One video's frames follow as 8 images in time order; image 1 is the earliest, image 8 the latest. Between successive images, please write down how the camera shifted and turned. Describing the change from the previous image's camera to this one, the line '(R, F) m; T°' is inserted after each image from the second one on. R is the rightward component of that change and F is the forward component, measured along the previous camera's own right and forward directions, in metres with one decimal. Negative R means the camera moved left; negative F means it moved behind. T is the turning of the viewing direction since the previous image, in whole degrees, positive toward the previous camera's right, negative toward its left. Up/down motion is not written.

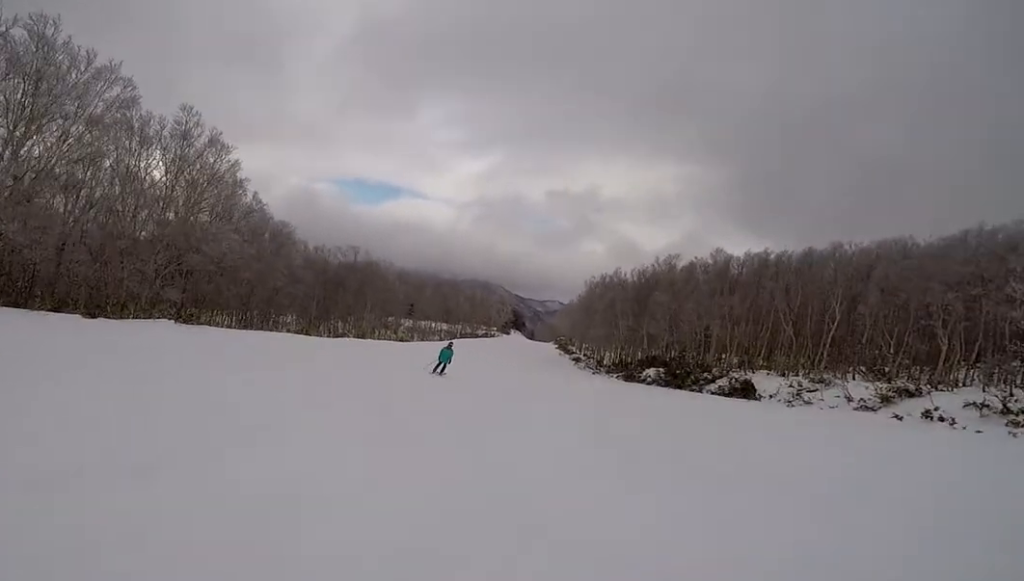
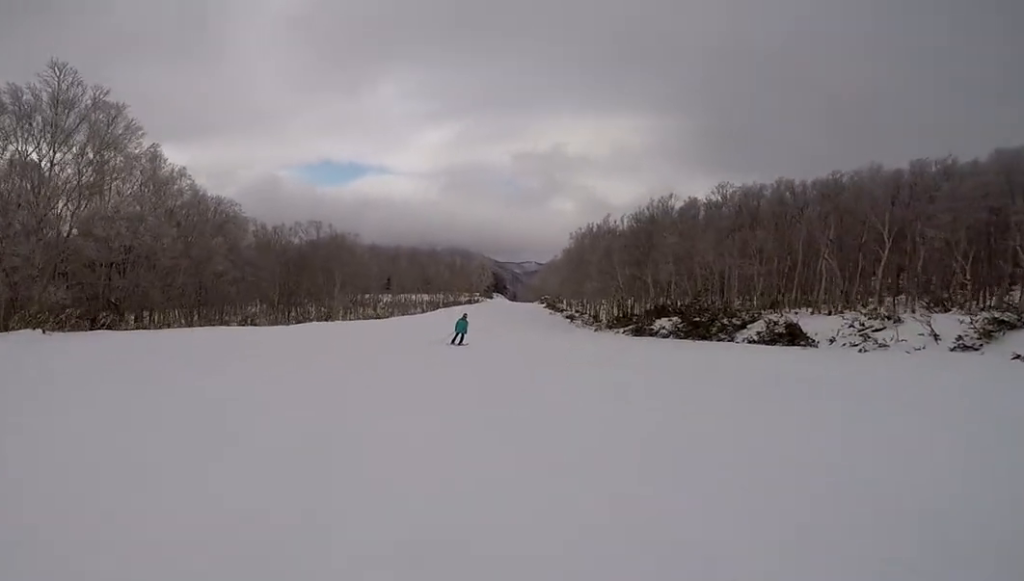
(-0.1, +5.6) m; +1°
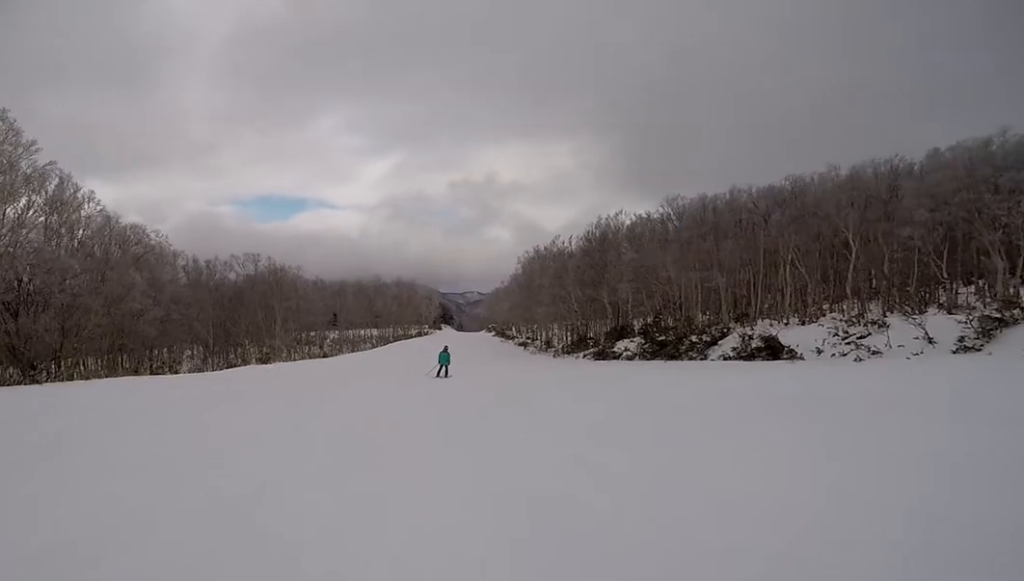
(+0.6, +3.1) m; +3°
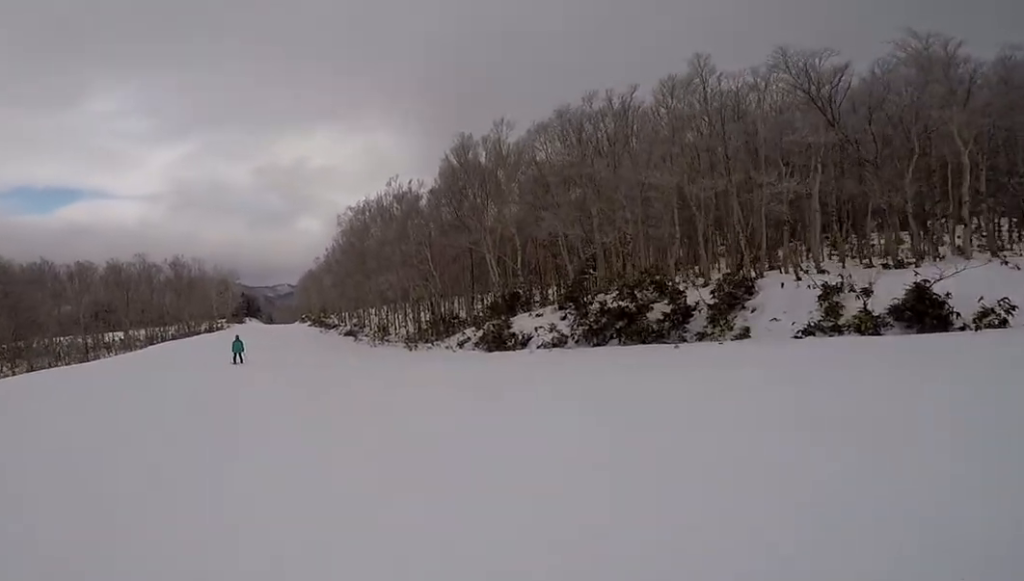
(+2.9, +18.3) m; +16°
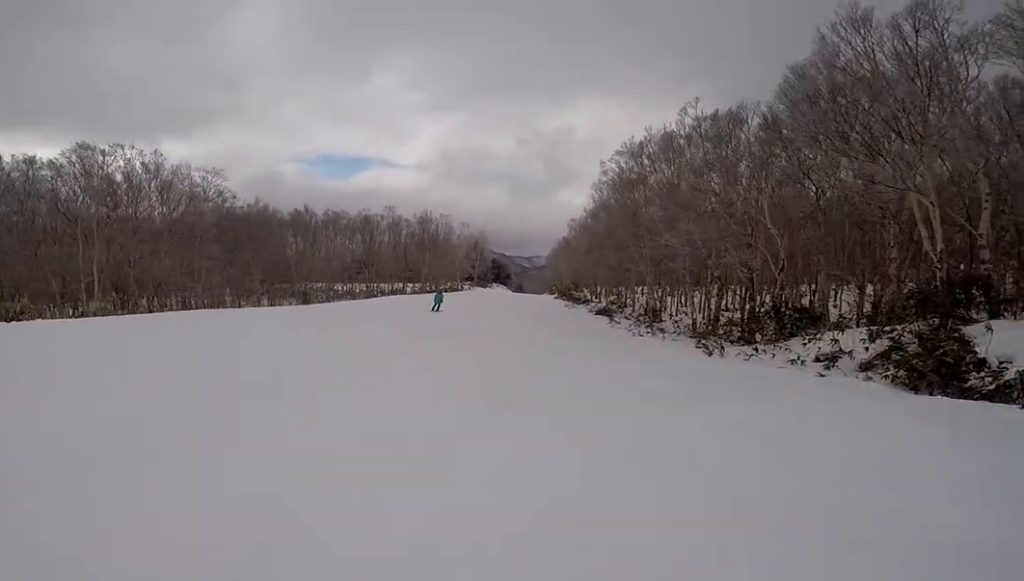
(-1.8, +9.0) m; -24°
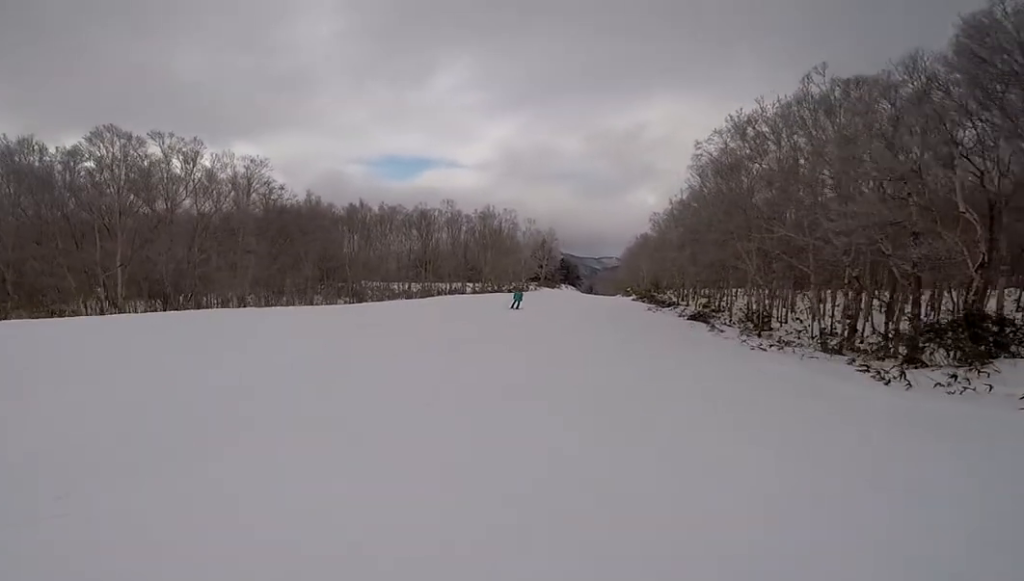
(-0.8, +4.0) m; -7°
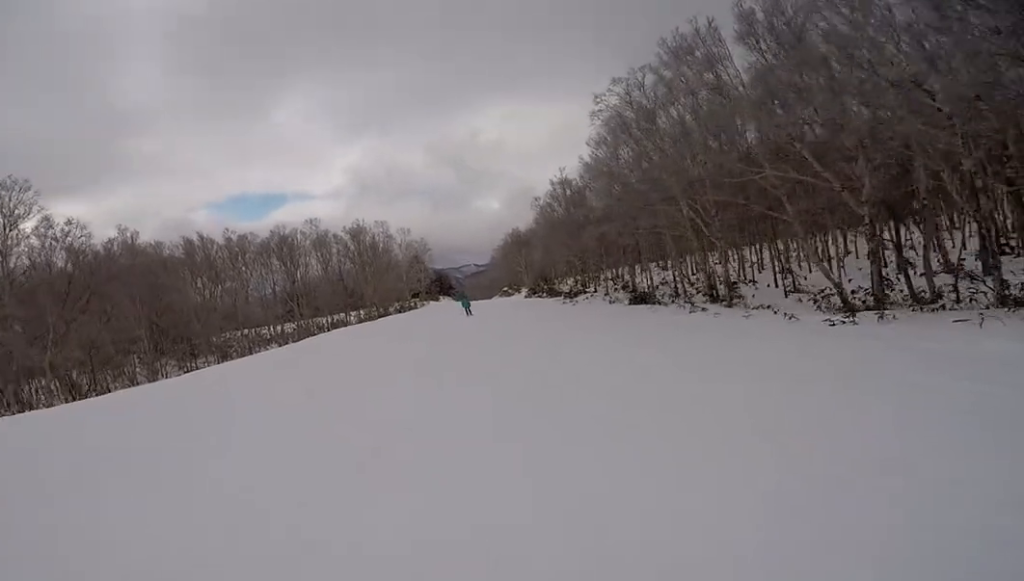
(+0.9, +8.8) m; +10°
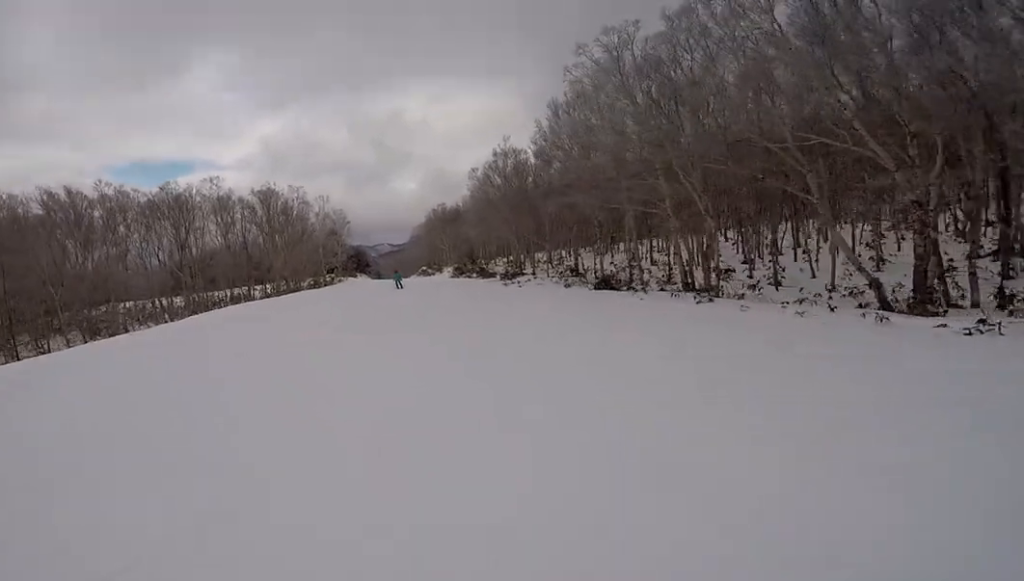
(+0.1, +5.7) m; +6°
